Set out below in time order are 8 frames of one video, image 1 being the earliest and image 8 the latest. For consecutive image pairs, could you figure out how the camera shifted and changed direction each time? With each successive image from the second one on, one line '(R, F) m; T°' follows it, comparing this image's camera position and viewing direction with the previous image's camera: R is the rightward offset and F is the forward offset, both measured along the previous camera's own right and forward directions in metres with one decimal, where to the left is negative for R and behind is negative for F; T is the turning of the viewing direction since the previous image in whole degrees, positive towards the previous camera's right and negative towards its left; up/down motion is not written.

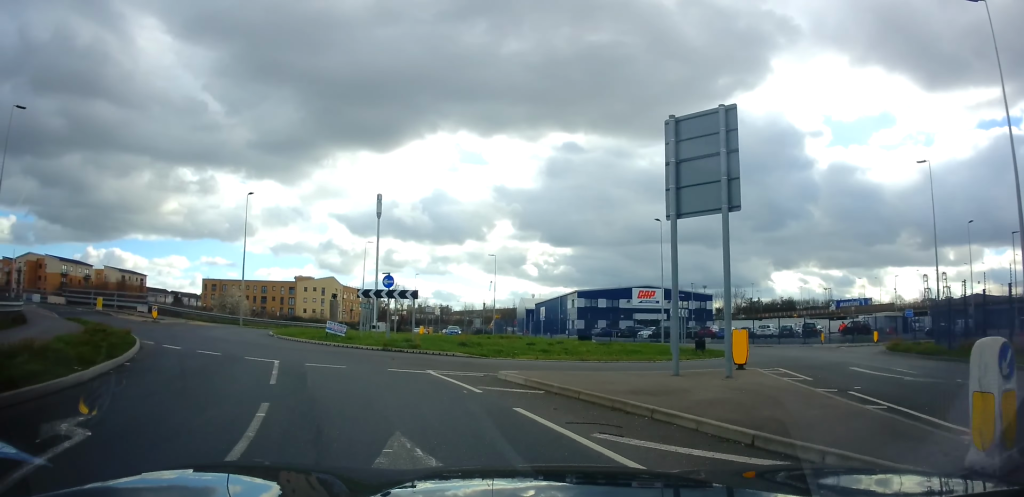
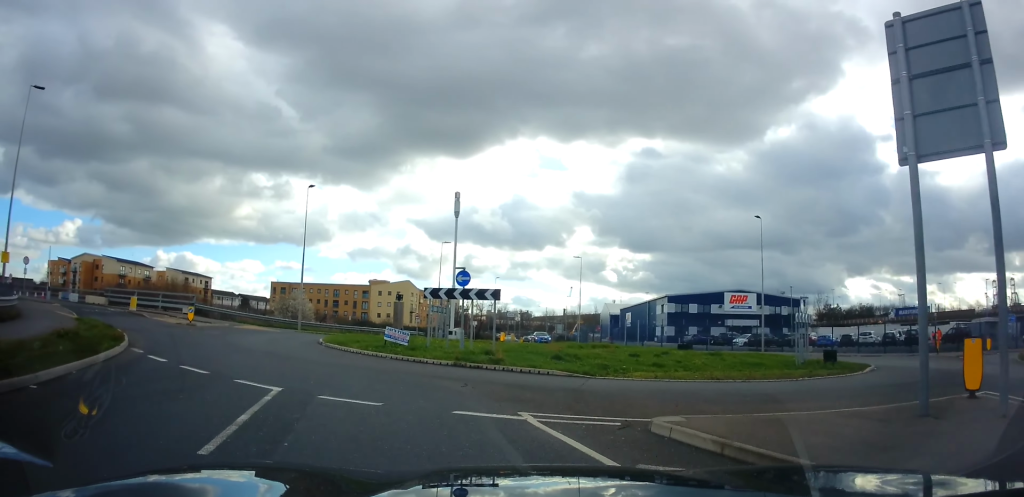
(-0.4, +5.3) m; -6°
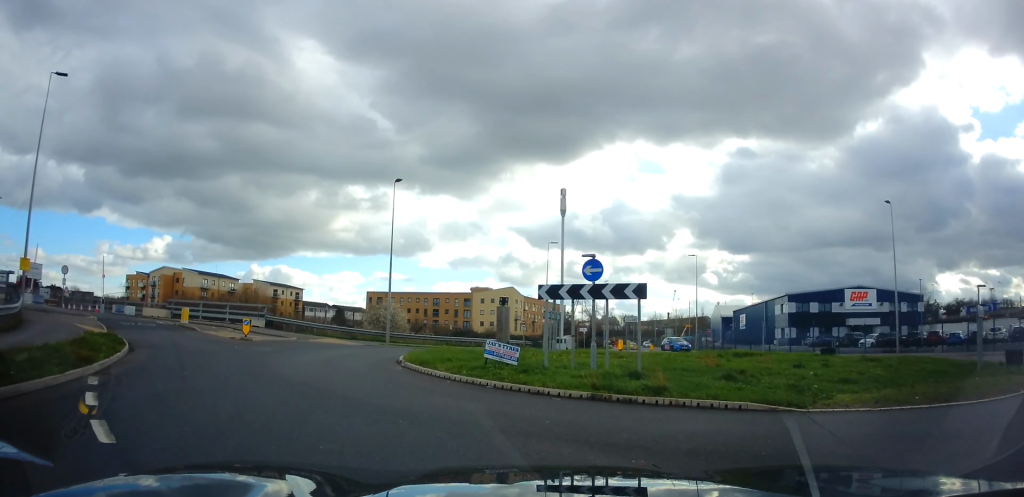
(-0.4, +6.3) m; -9°
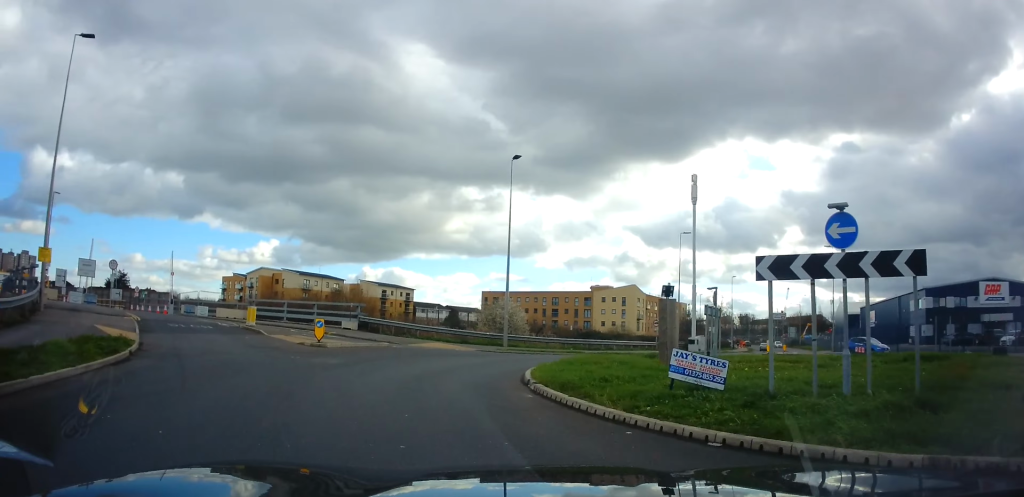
(-0.7, +6.3) m; -11°
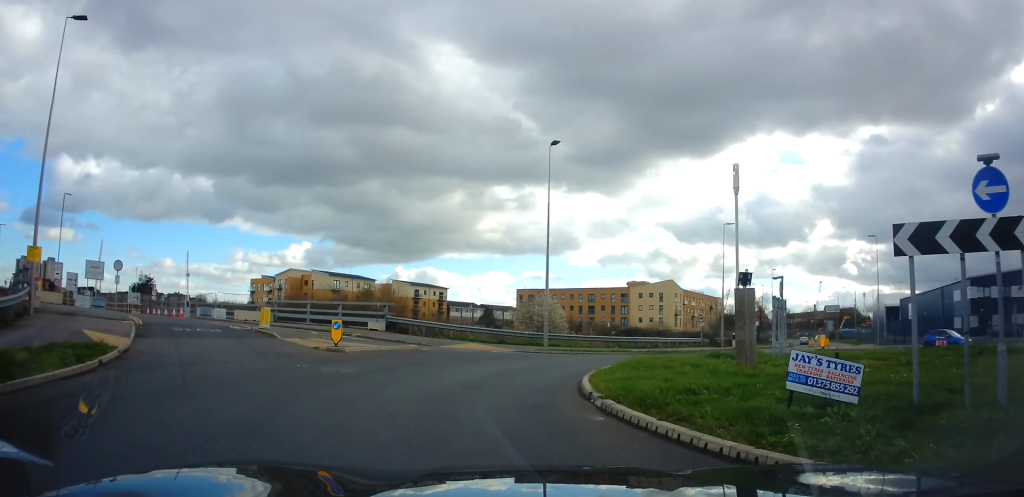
(0.0, +2.4) m; -4°
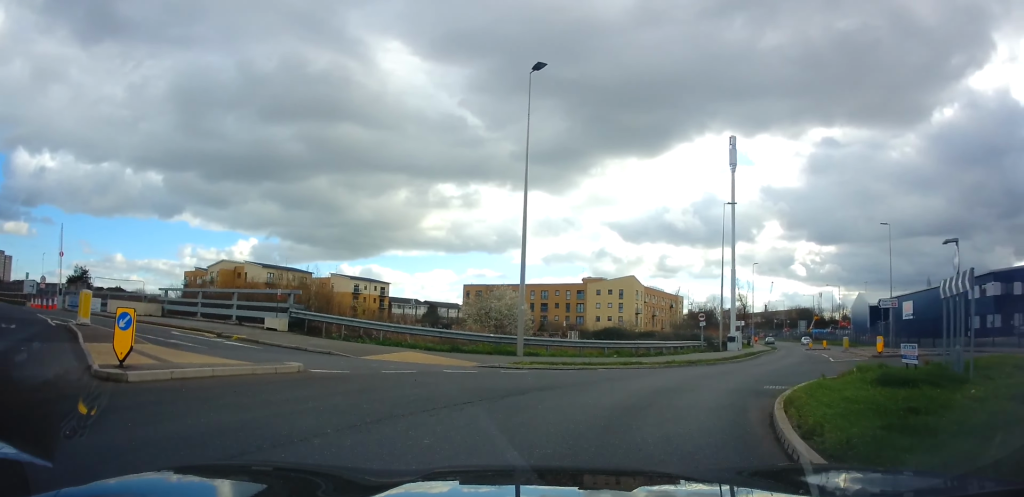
(-0.3, +10.3) m; +5°
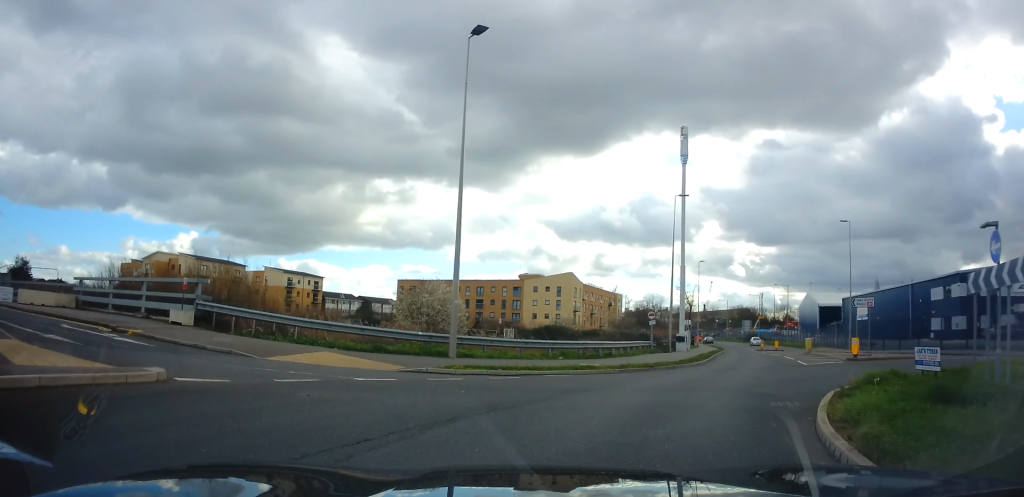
(-0.3, +3.0) m; +5°
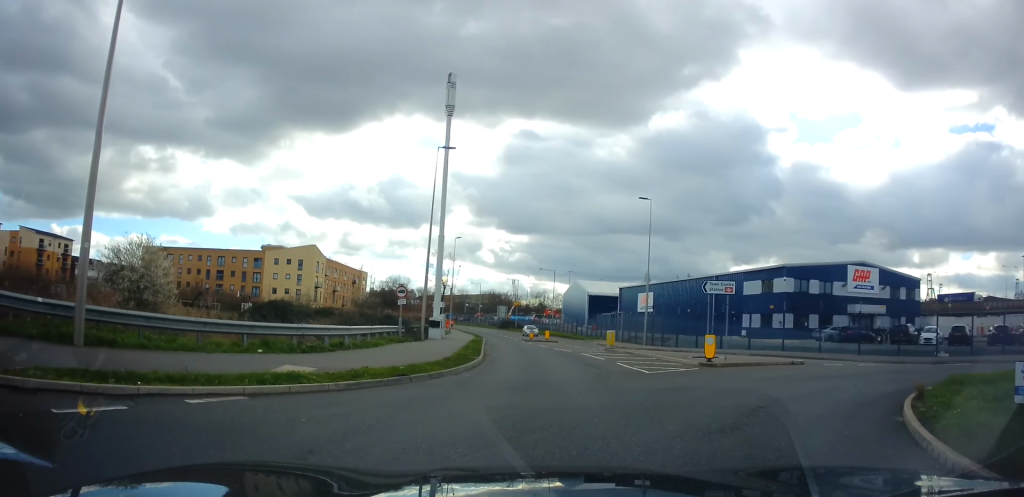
(+1.8, +8.3) m; +15°
